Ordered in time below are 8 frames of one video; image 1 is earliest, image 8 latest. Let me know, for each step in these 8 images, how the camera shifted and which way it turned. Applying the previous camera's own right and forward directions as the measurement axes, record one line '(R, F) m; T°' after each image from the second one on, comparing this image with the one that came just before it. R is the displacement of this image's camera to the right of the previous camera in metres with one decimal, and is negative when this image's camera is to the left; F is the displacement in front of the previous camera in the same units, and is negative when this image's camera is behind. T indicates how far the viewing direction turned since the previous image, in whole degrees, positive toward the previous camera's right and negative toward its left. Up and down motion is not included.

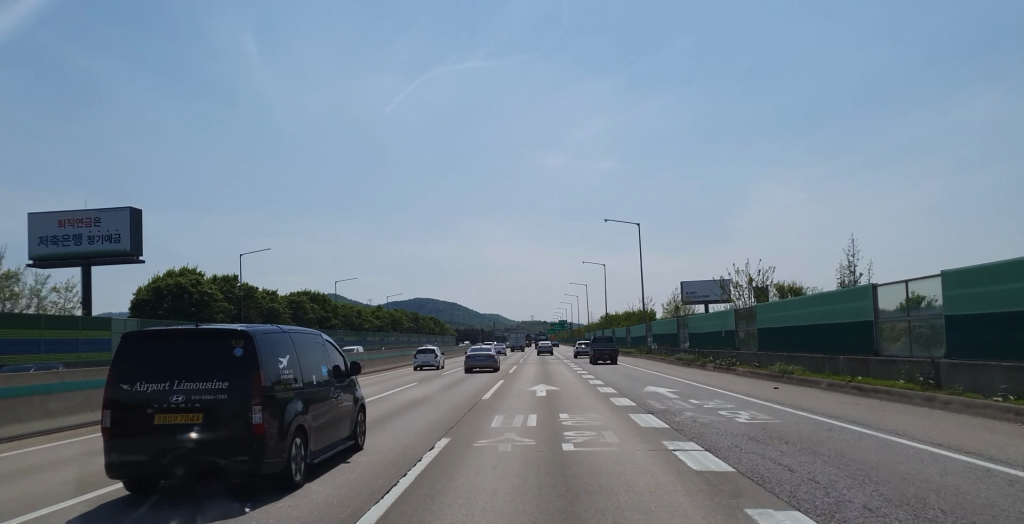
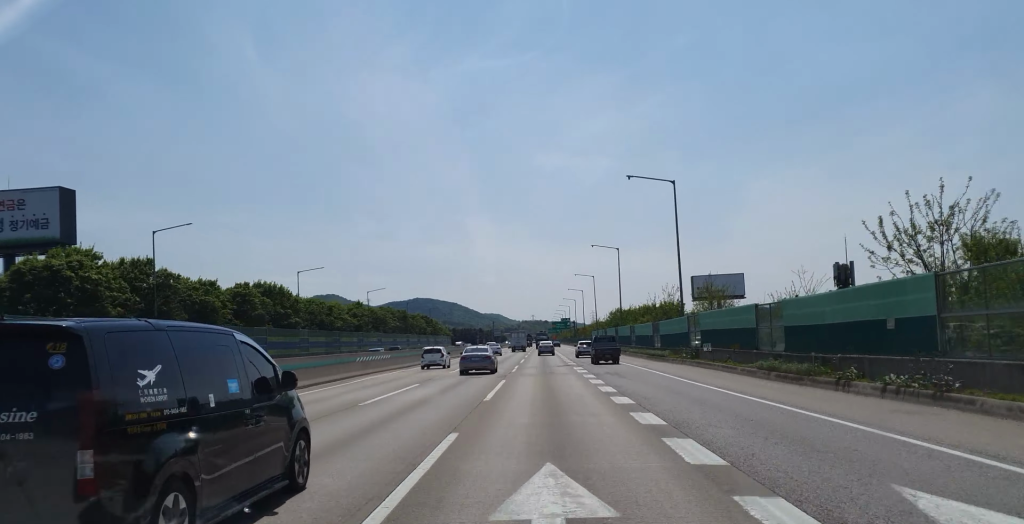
(0.0, +19.3) m; 0°
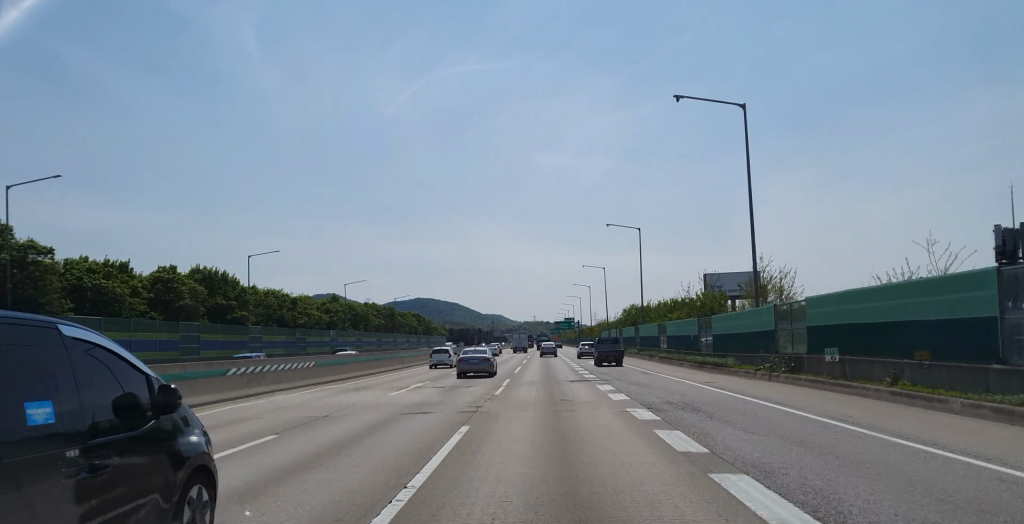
(0.0, +18.3) m; 0°
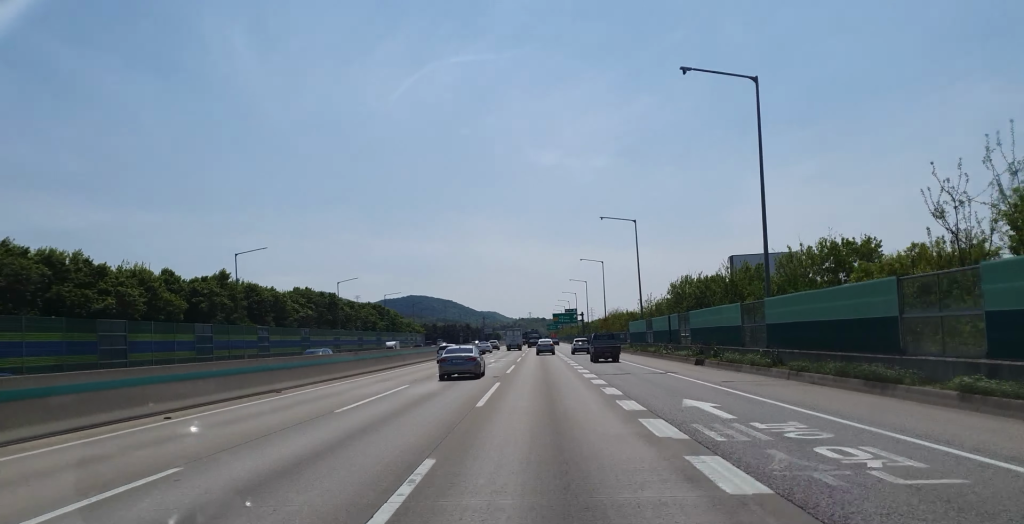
(0.0, +43.7) m; 0°
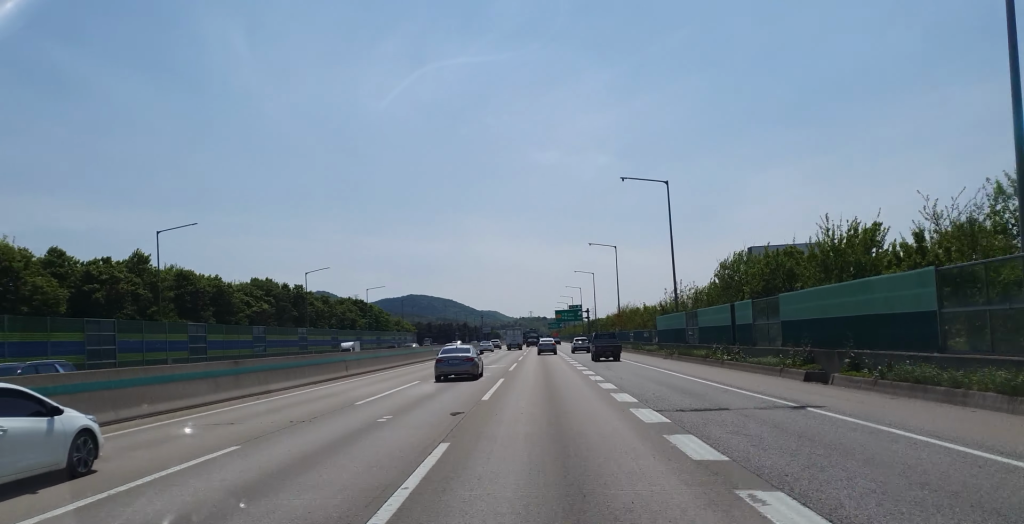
(-0.1, +17.8) m; 0°
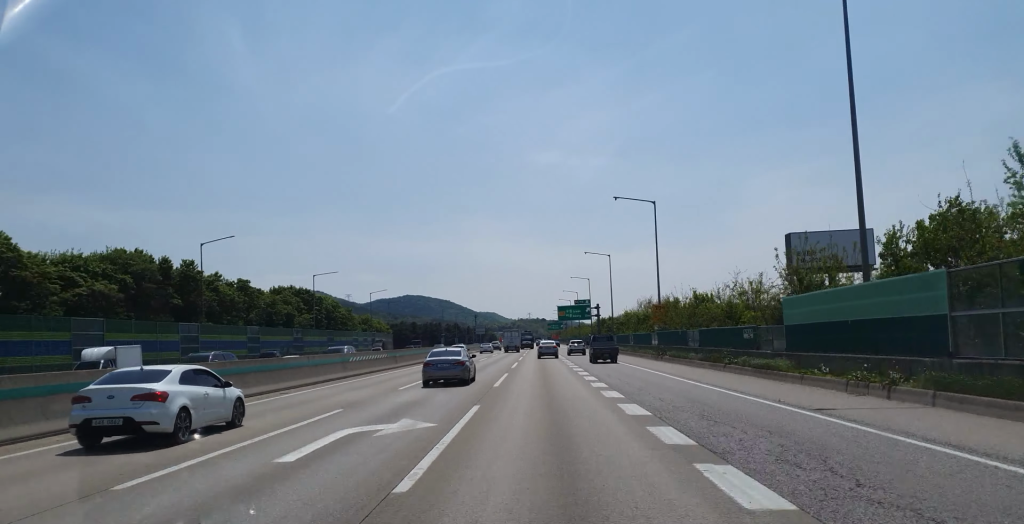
(0.0, +32.7) m; +1°
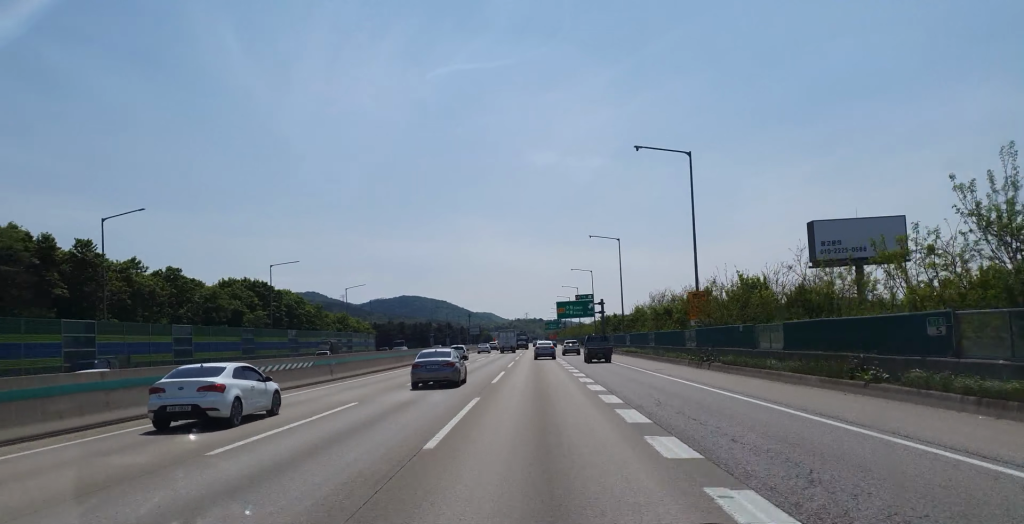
(+0.1, +16.6) m; 0°
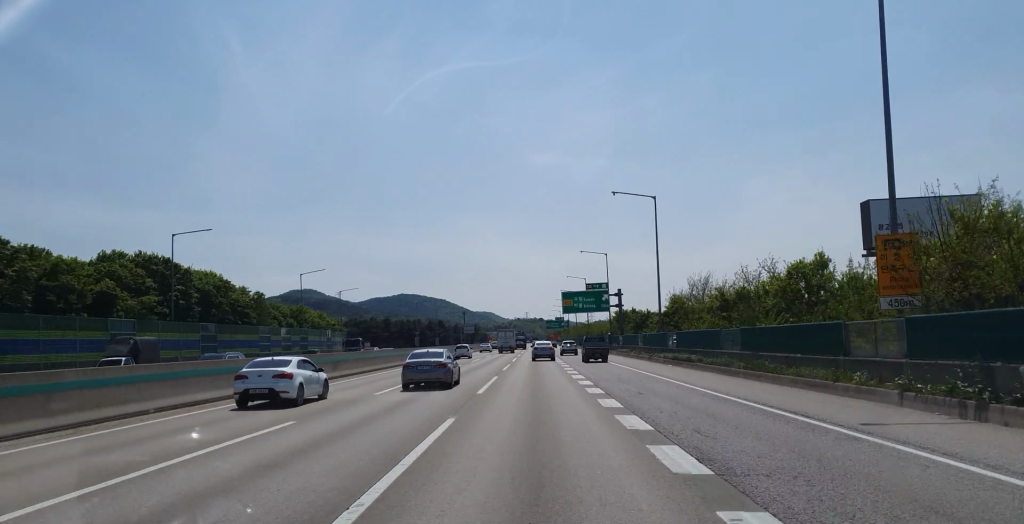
(+0.1, +26.0) m; 0°
